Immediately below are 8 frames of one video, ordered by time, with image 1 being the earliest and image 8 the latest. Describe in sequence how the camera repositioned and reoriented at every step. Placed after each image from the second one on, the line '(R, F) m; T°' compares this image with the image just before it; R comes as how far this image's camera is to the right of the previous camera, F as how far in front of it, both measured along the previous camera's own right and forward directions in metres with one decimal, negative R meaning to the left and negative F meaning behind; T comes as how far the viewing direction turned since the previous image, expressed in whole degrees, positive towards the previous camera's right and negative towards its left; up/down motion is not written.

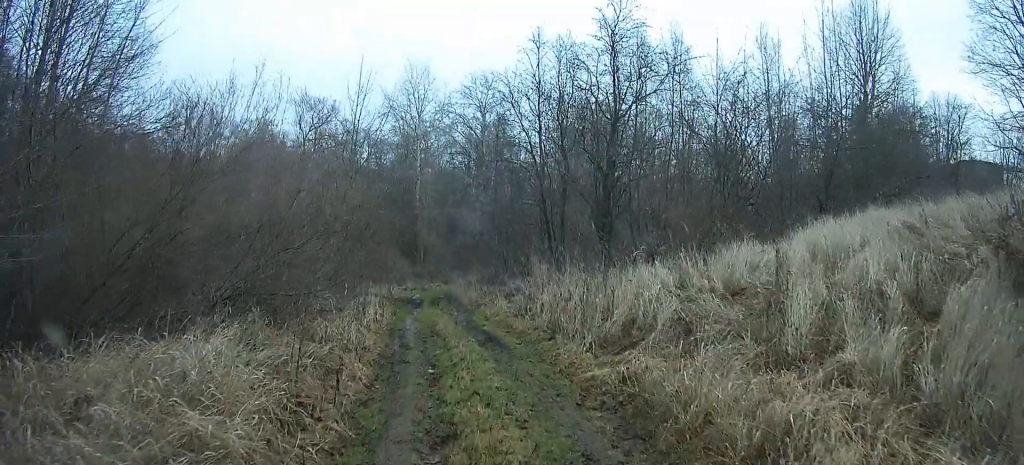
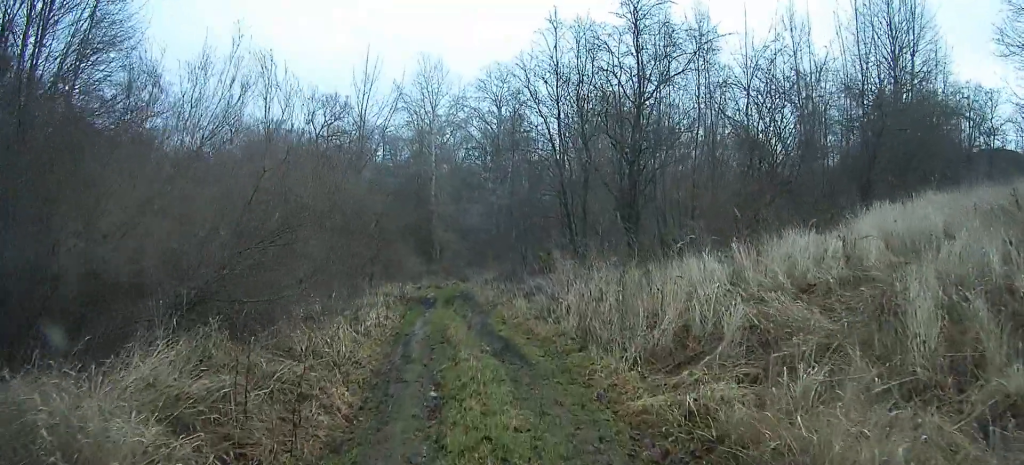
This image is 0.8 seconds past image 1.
(0.0, +1.7) m; -5°
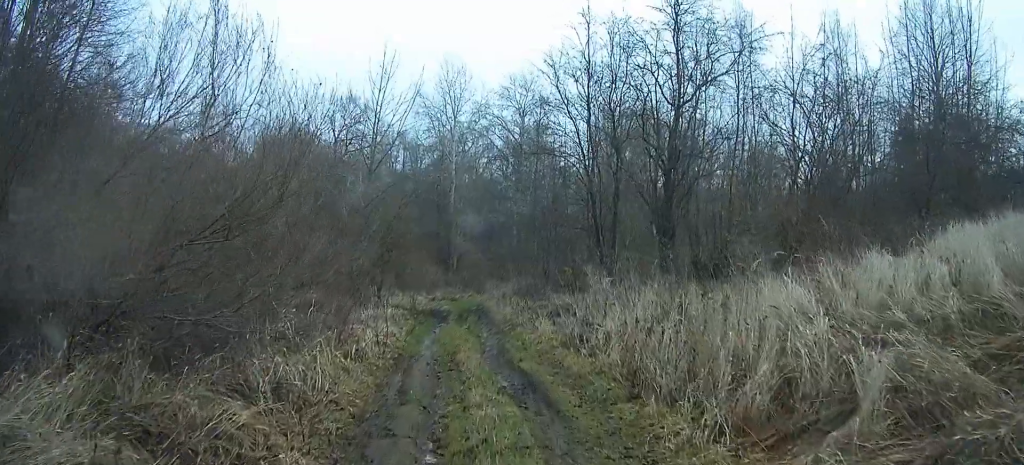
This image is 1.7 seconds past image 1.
(-0.2, +1.9) m; -9°
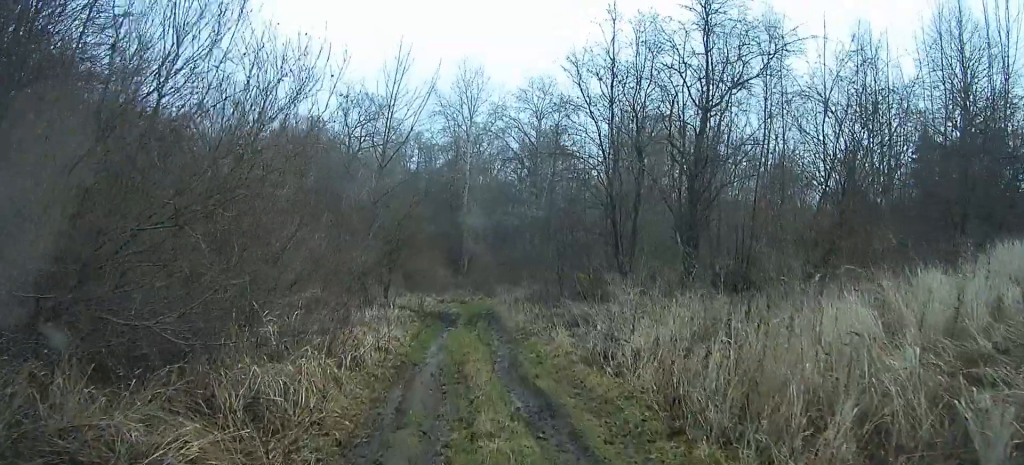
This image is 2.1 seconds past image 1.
(-0.1, +1.0) m; -3°
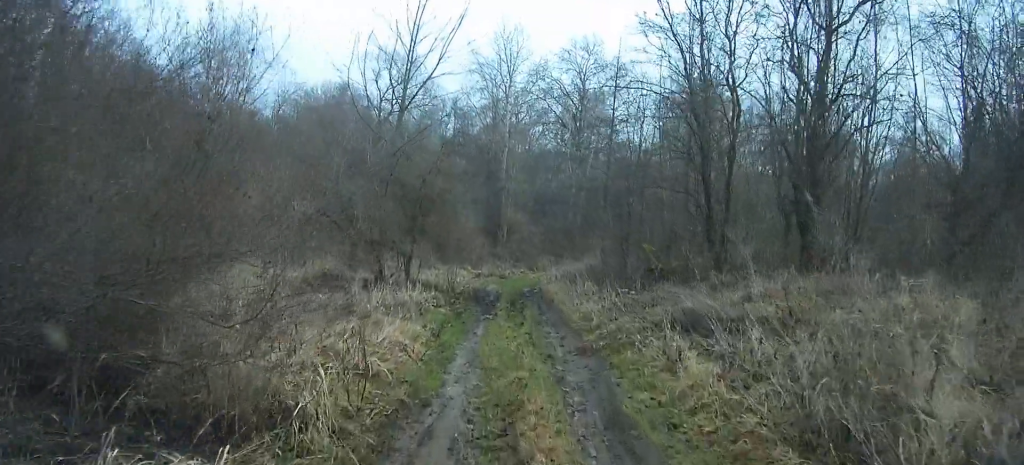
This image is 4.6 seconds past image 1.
(-0.5, +4.8) m; -12°
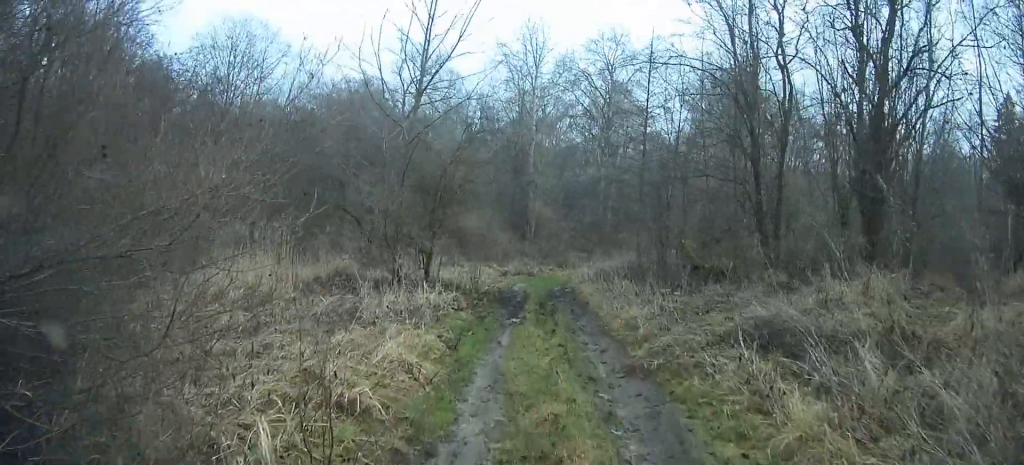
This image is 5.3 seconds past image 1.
(-0.1, +1.5) m; +2°
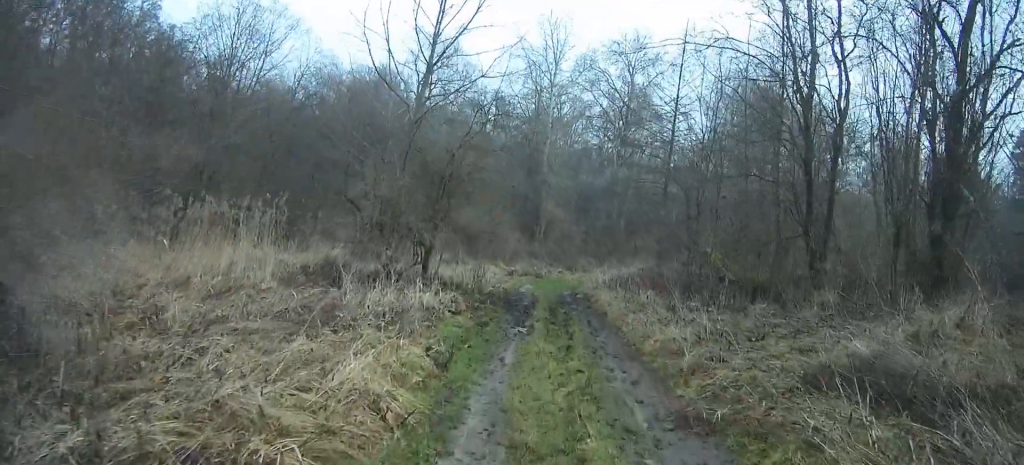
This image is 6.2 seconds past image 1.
(+0.1, +1.6) m; +5°
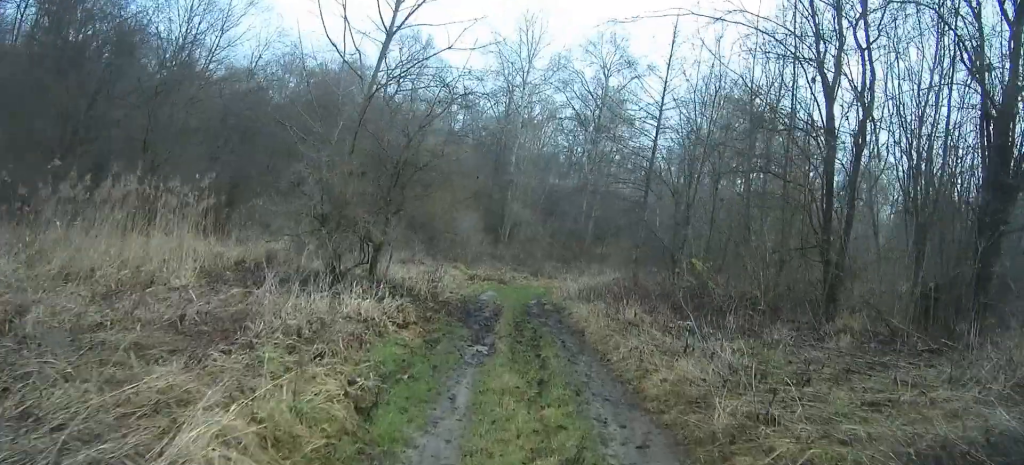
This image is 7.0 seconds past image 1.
(+0.1, +1.7) m; +5°
